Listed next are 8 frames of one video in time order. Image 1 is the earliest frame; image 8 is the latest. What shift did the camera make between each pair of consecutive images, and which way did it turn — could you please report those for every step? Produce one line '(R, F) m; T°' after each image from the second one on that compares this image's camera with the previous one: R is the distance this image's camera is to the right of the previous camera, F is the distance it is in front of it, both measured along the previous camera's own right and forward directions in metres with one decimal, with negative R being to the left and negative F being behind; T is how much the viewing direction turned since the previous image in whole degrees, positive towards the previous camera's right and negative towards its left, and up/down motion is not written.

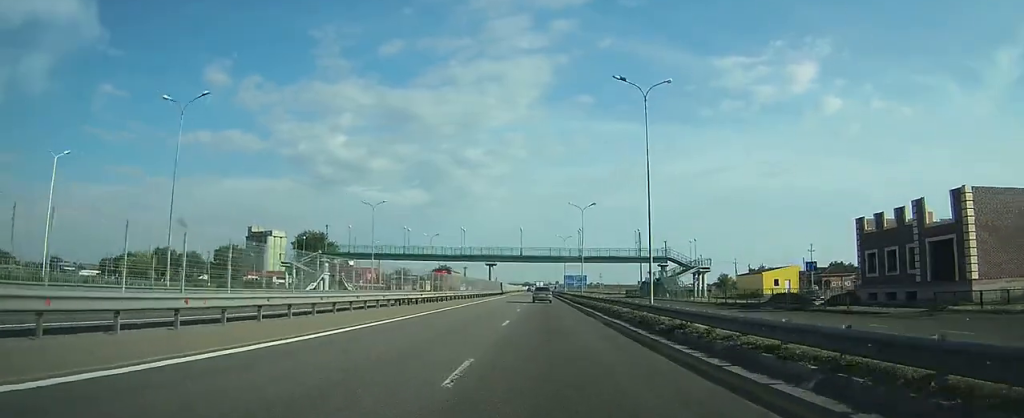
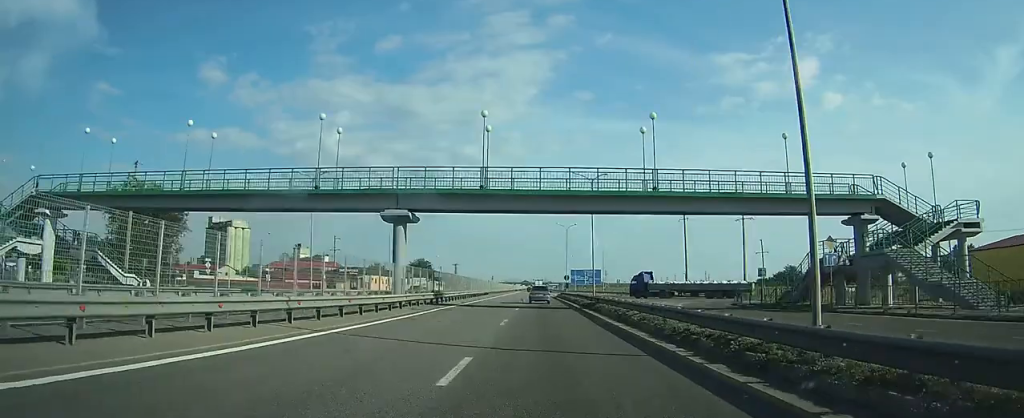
(+0.4, +59.4) m; 0°
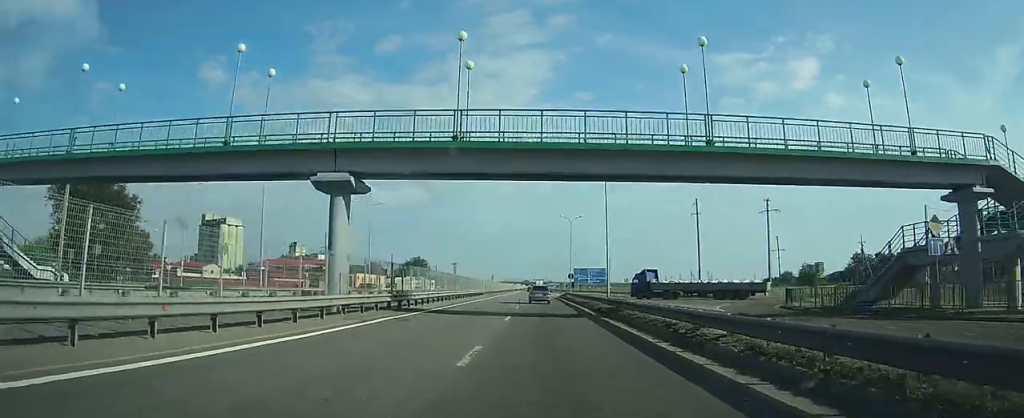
(0.0, +10.2) m; 0°
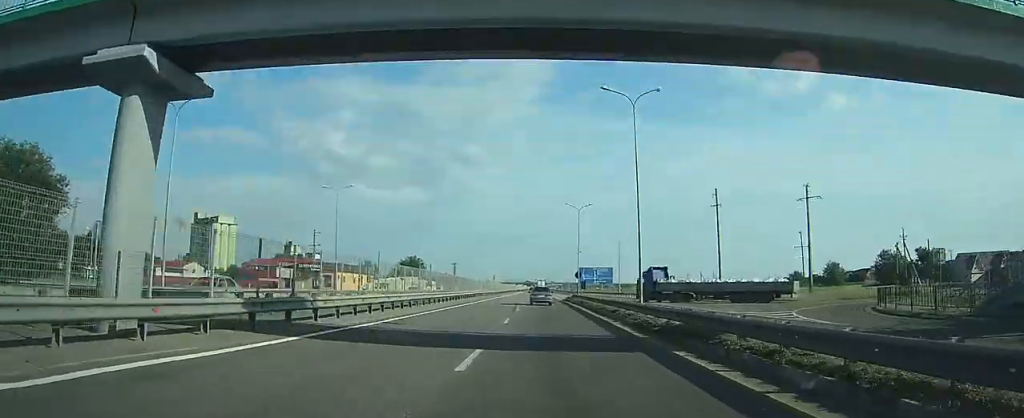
(0.0, +12.5) m; 0°
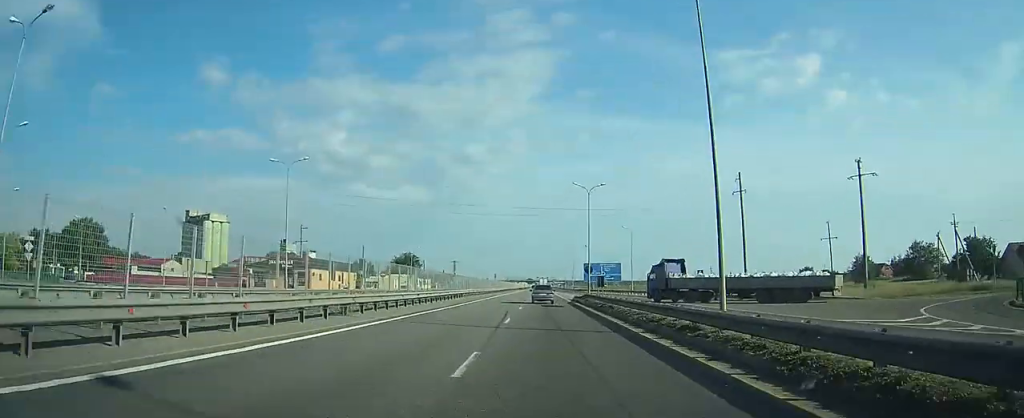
(0.0, +12.6) m; 0°
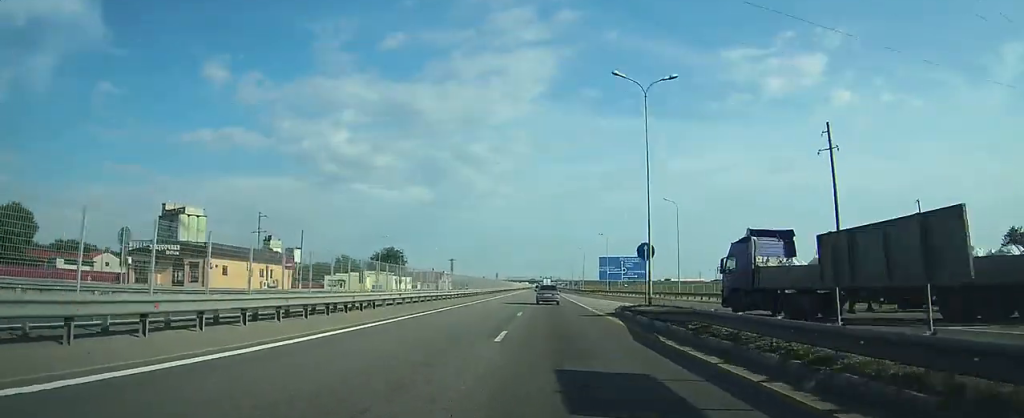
(0.0, +30.8) m; 0°
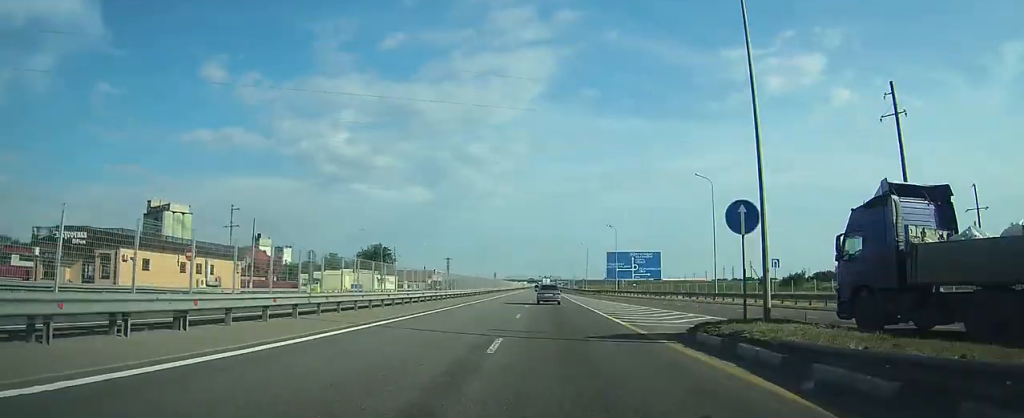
(0.0, +14.2) m; 0°
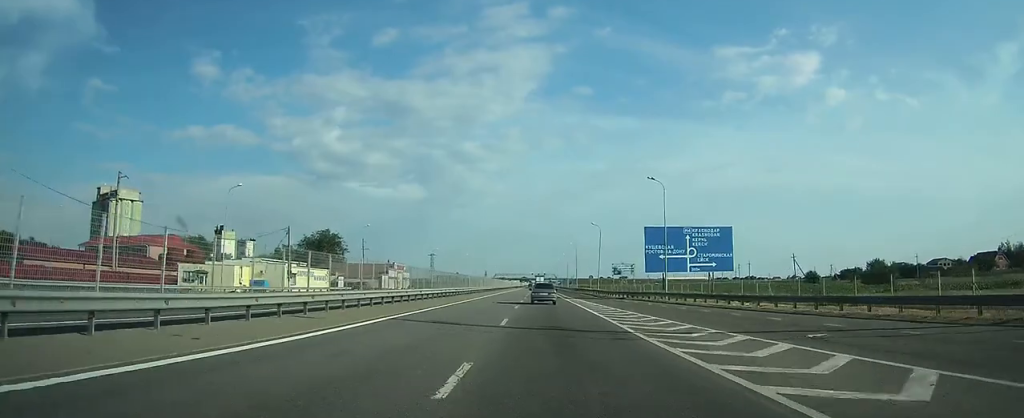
(+0.1, +40.2) m; 0°
